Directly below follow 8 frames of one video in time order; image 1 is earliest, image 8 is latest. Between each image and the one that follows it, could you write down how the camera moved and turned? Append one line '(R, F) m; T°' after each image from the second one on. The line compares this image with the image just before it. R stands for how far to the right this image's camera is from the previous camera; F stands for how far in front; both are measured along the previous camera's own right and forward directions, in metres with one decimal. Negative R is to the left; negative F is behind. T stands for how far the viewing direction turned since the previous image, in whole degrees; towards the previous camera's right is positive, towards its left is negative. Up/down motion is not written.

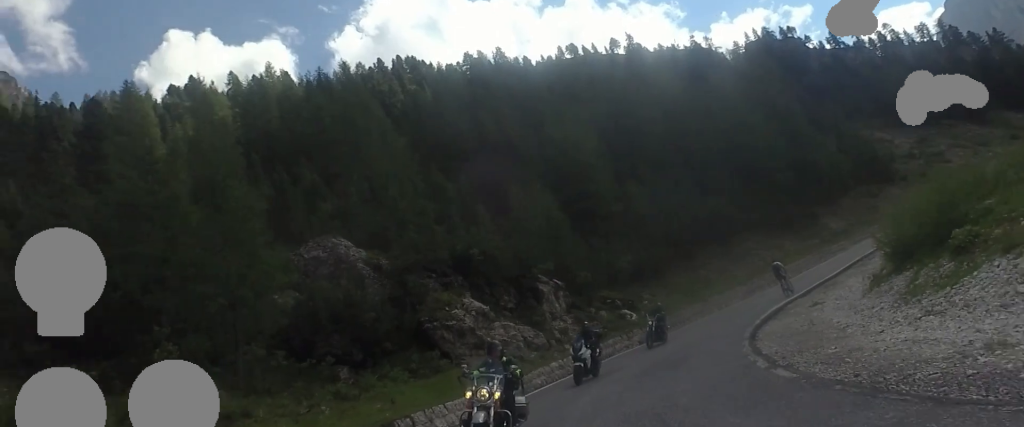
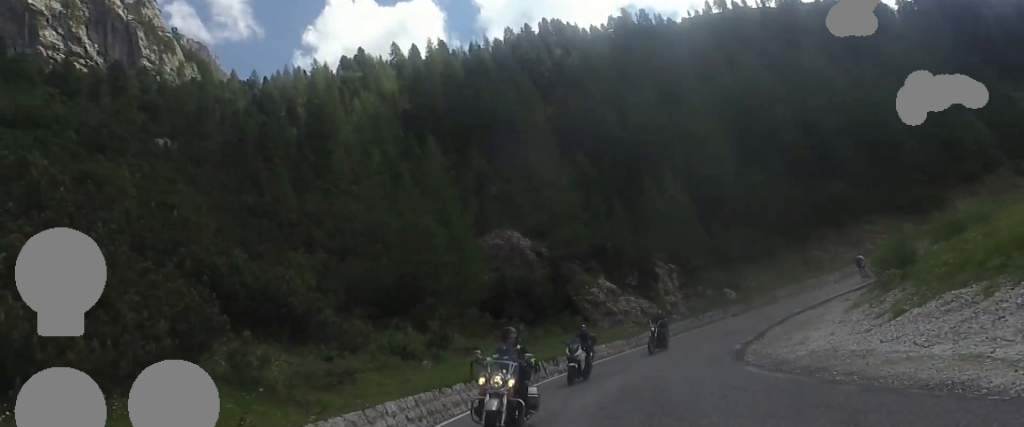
(-1.2, +10.1) m; -11°
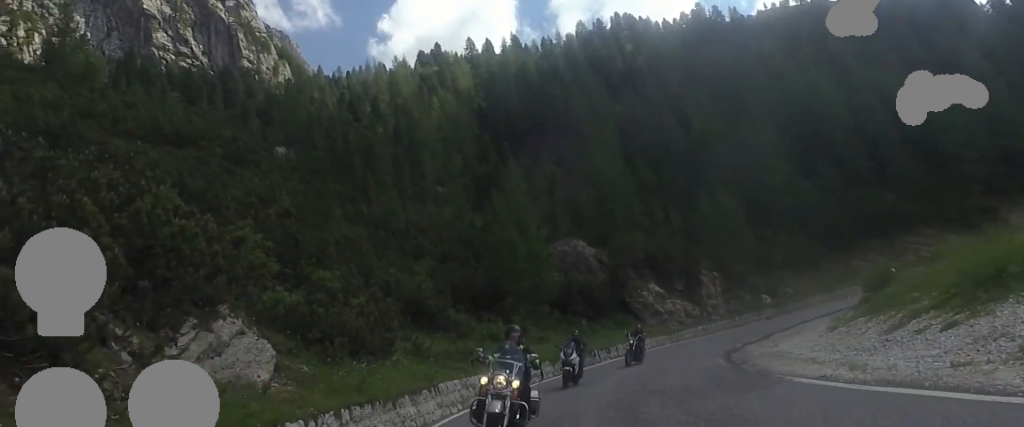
(-0.5, +7.2) m; -4°
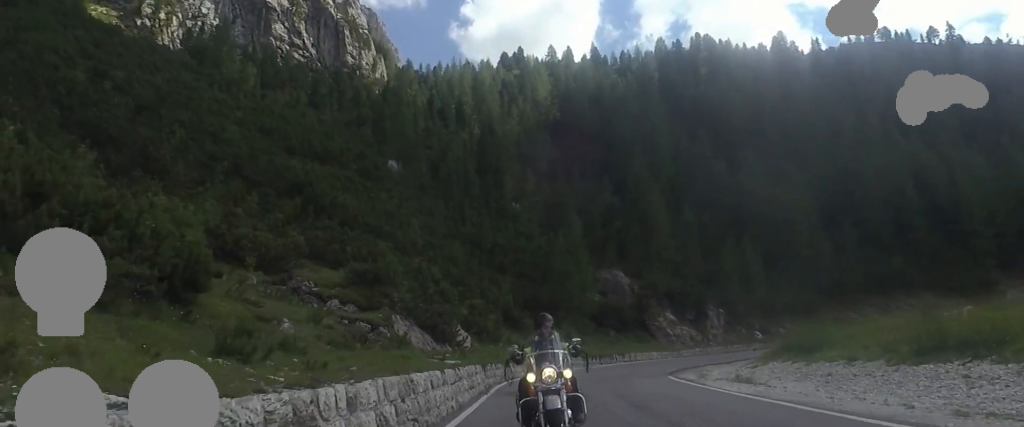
(0.0, +15.3) m; 0°
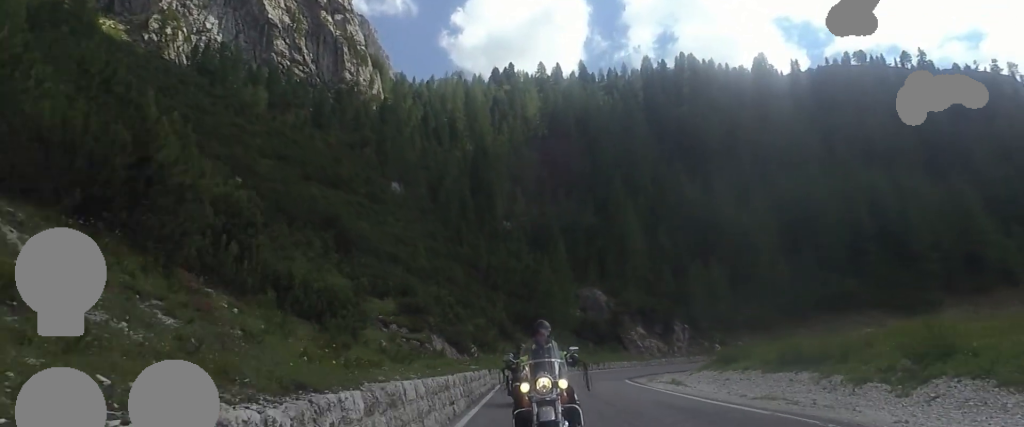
(0.0, +8.5) m; 0°
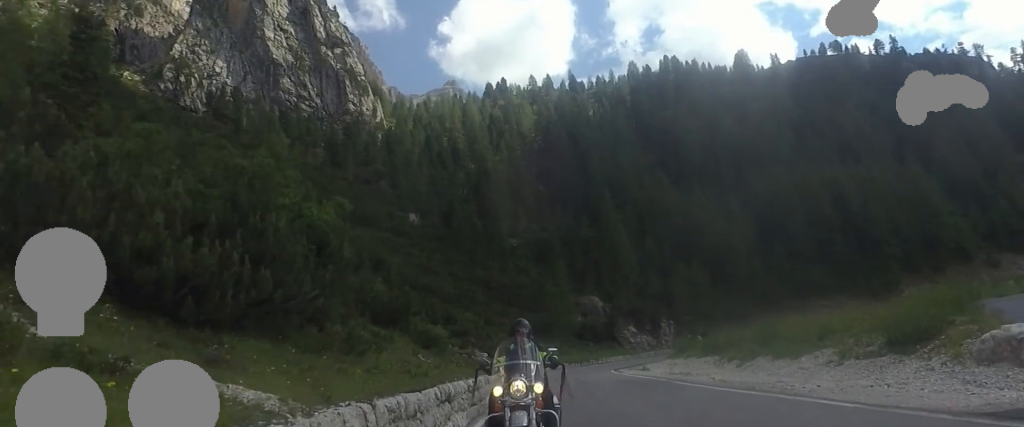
(0.0, +13.6) m; -4°
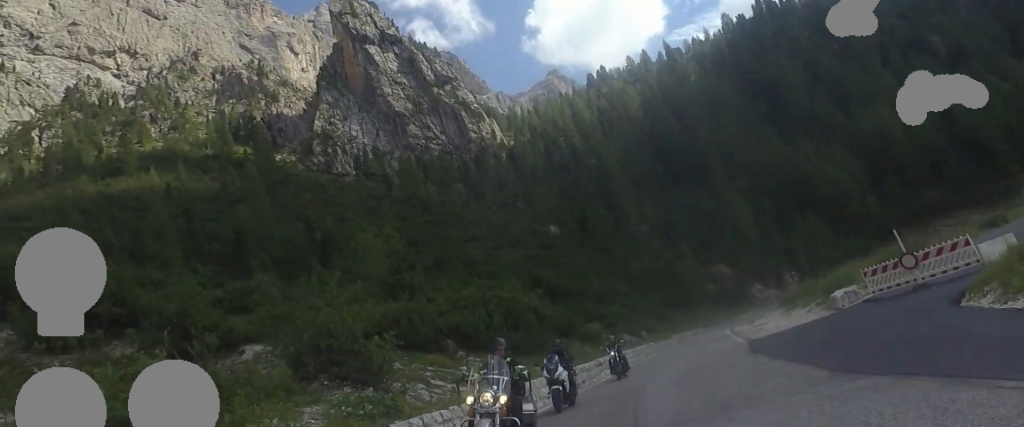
(-3.4, +17.7) m; -23°
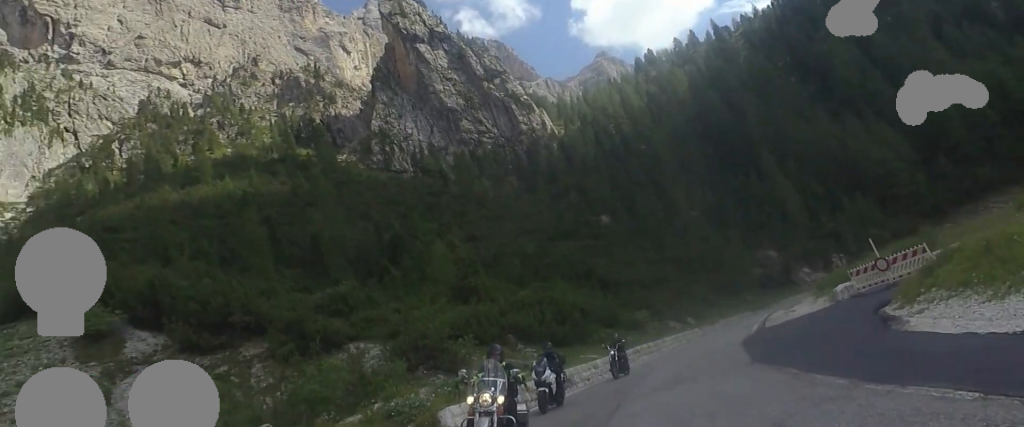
(-0.7, +5.8) m; -6°
